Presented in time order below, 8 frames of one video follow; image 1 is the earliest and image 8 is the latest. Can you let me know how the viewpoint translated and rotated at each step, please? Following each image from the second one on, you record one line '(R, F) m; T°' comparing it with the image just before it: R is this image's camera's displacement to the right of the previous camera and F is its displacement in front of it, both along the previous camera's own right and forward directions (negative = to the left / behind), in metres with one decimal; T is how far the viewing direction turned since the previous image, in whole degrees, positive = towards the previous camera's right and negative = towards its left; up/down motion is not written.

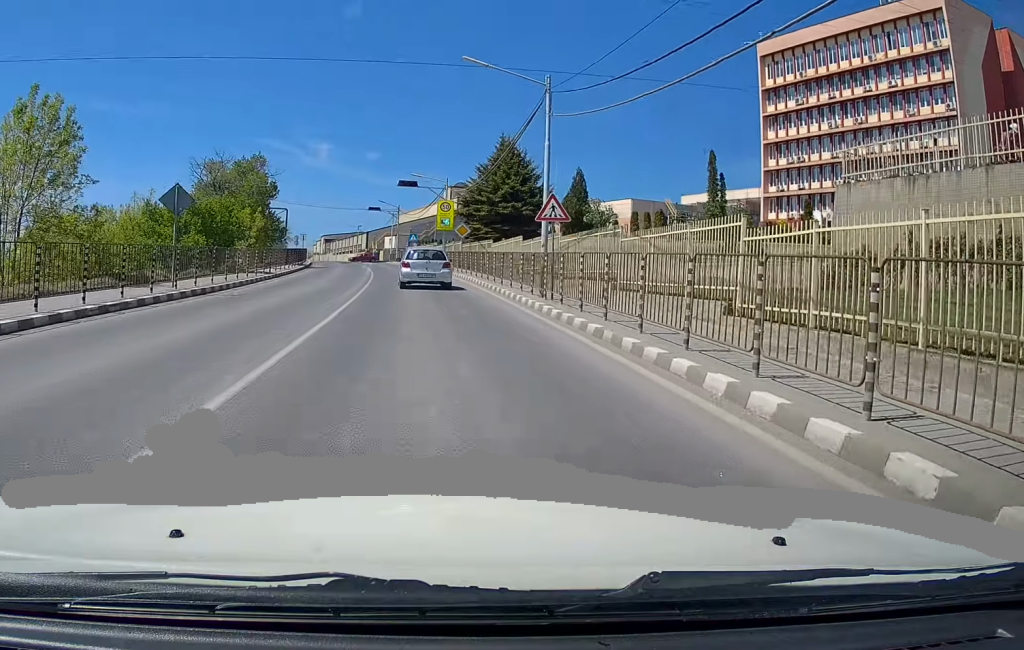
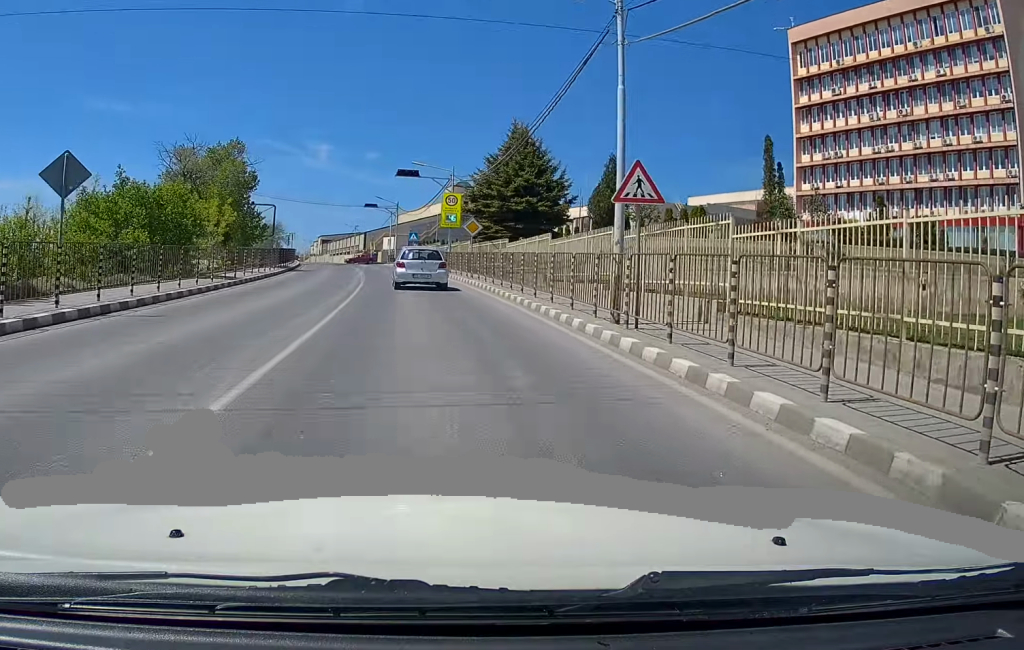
(0.0, +7.0) m; 0°
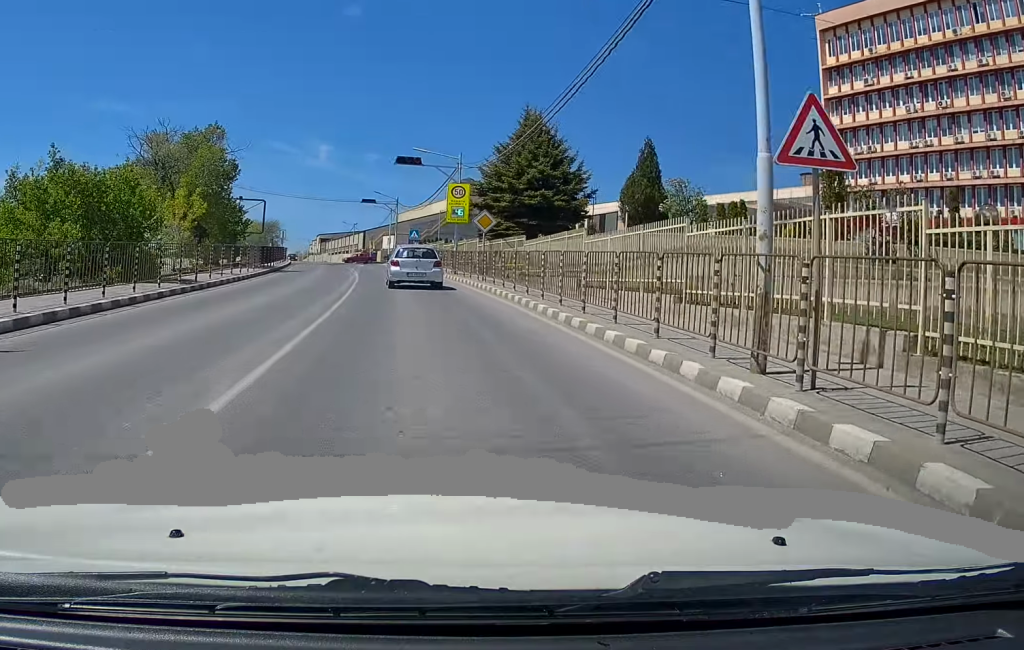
(0.0, +5.3) m; 0°
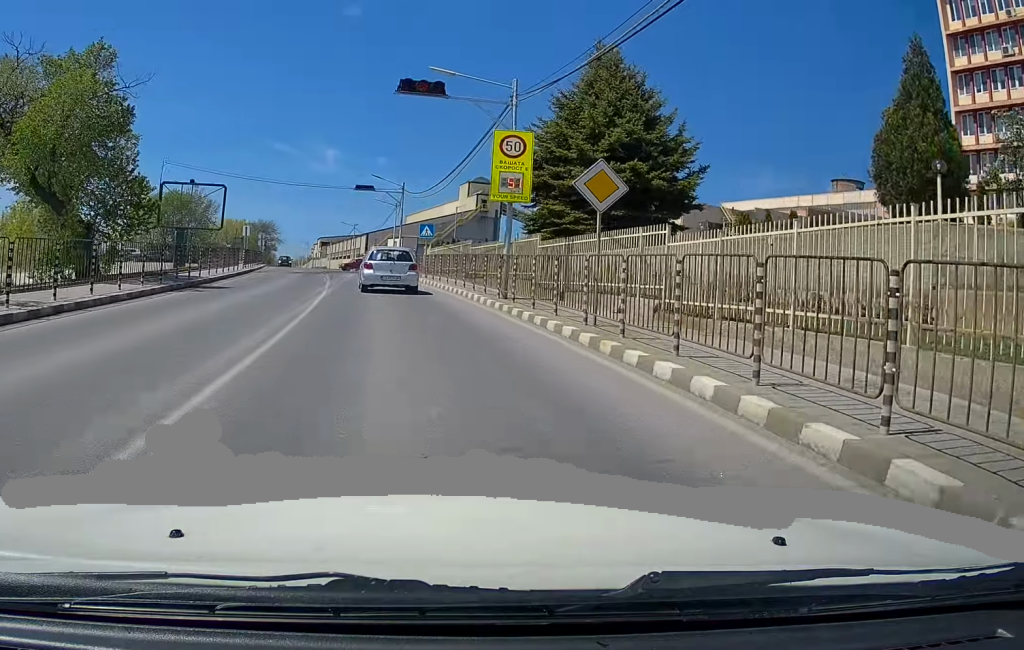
(+0.3, +17.0) m; +1°
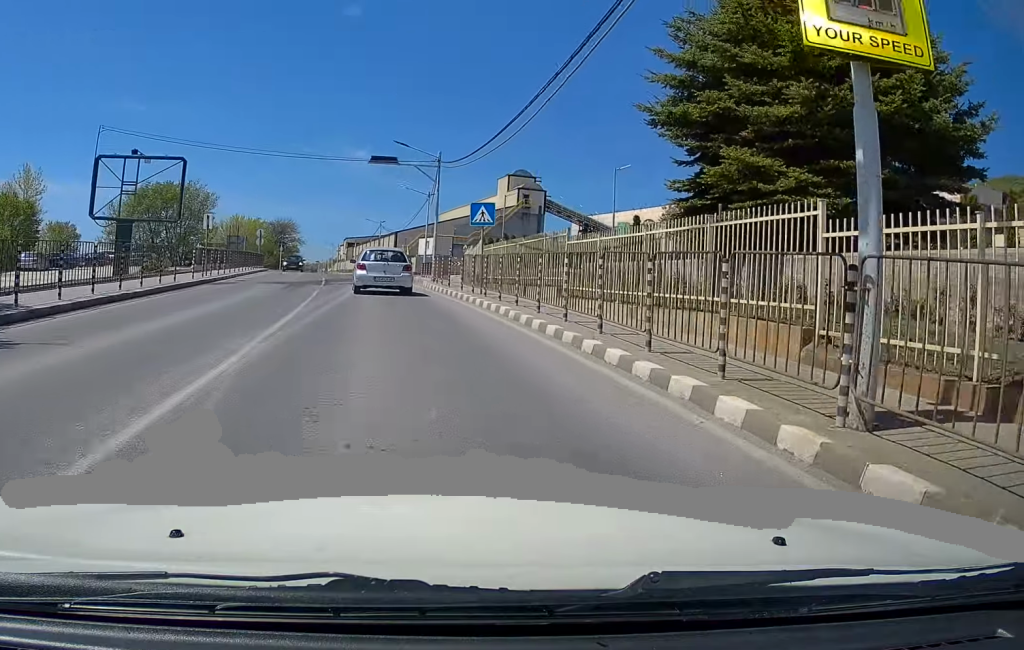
(-0.3, +15.0) m; -2°
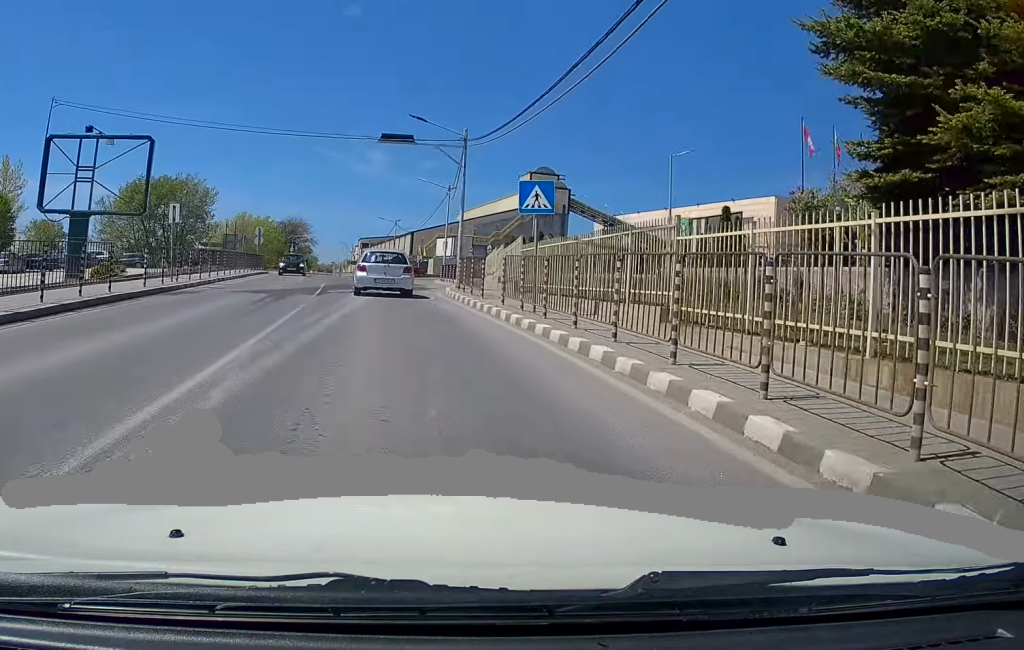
(0.0, +6.6) m; -1°
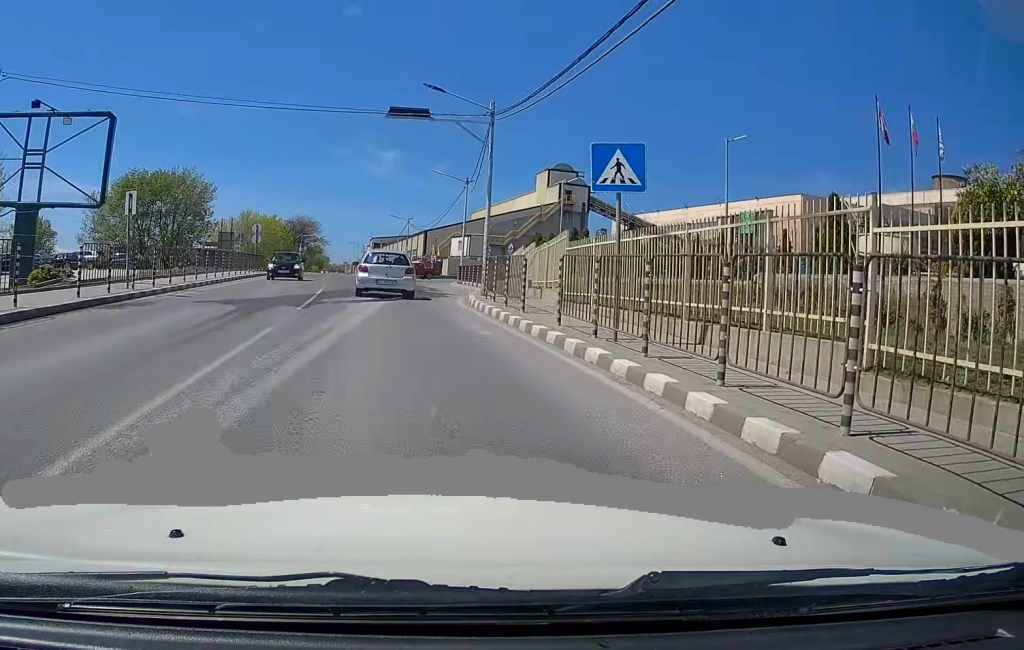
(+0.1, +5.1) m; -1°
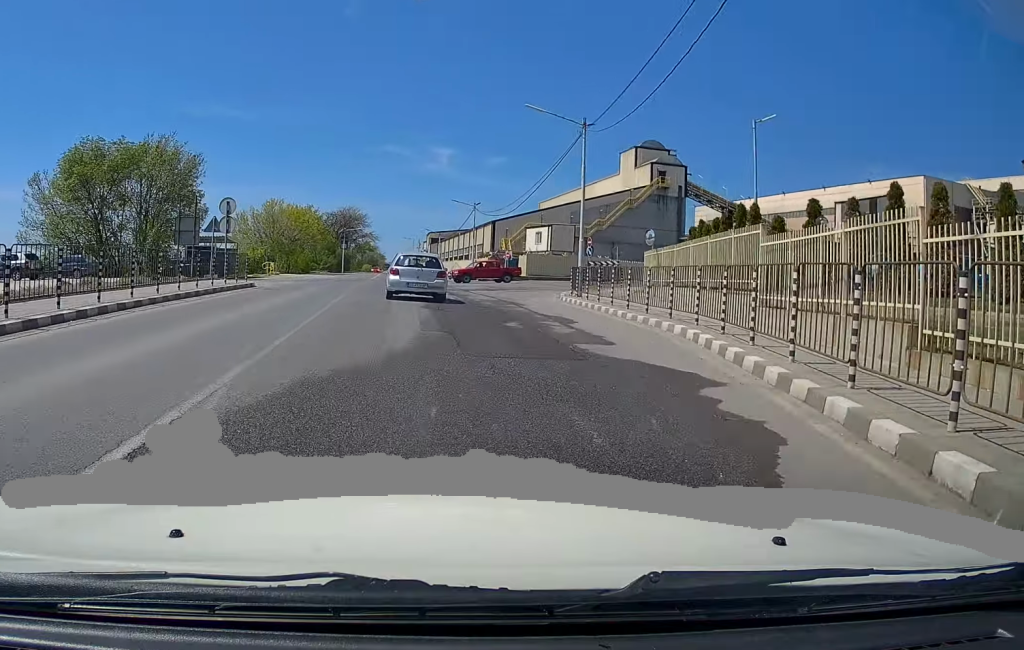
(-1.0, +19.9) m; -3°
